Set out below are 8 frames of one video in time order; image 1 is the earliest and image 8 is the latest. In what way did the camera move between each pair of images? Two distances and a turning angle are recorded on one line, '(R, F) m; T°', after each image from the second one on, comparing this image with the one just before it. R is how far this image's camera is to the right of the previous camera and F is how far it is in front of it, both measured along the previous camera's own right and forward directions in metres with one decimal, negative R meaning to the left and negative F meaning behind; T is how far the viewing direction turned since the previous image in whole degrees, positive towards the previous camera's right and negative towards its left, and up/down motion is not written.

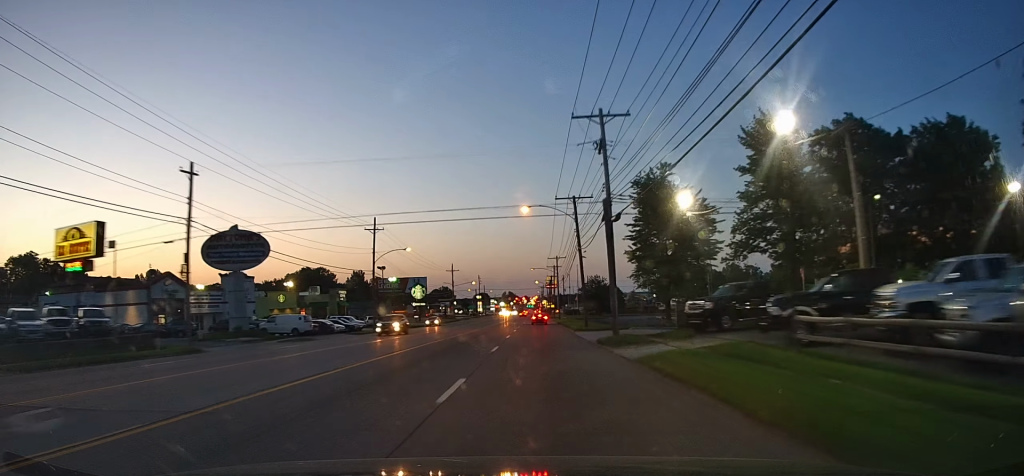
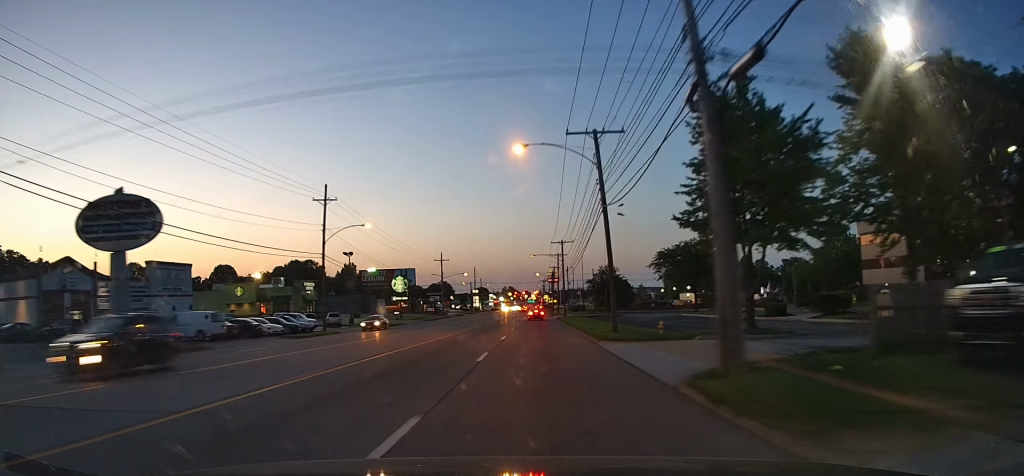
(+0.1, +17.9) m; 0°
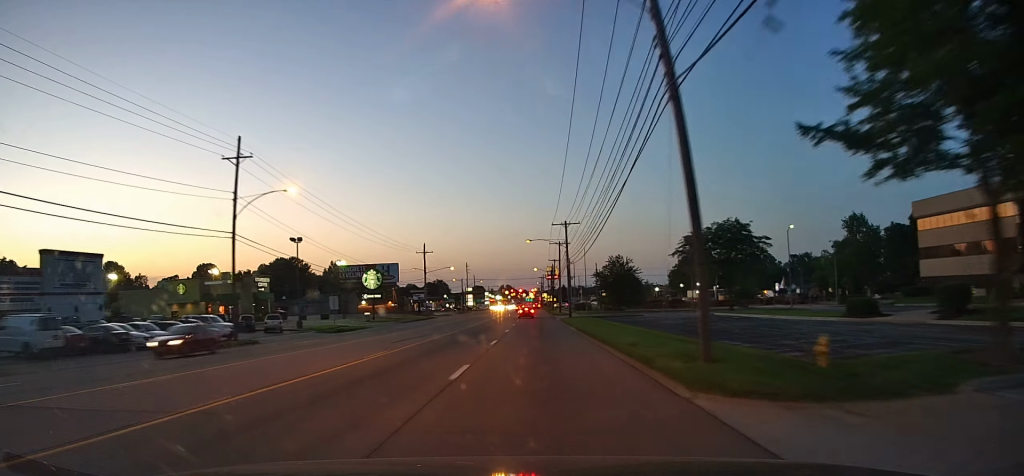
(0.0, +16.7) m; 0°
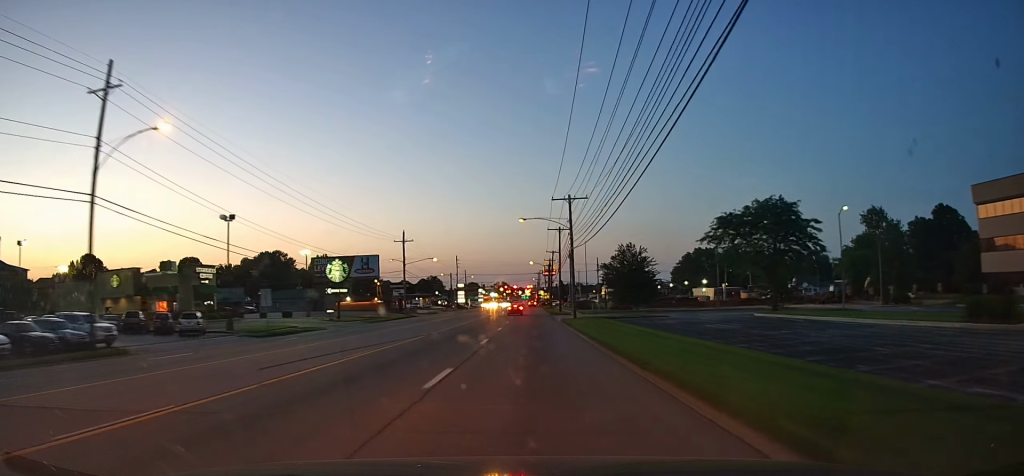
(0.0, +14.3) m; 0°
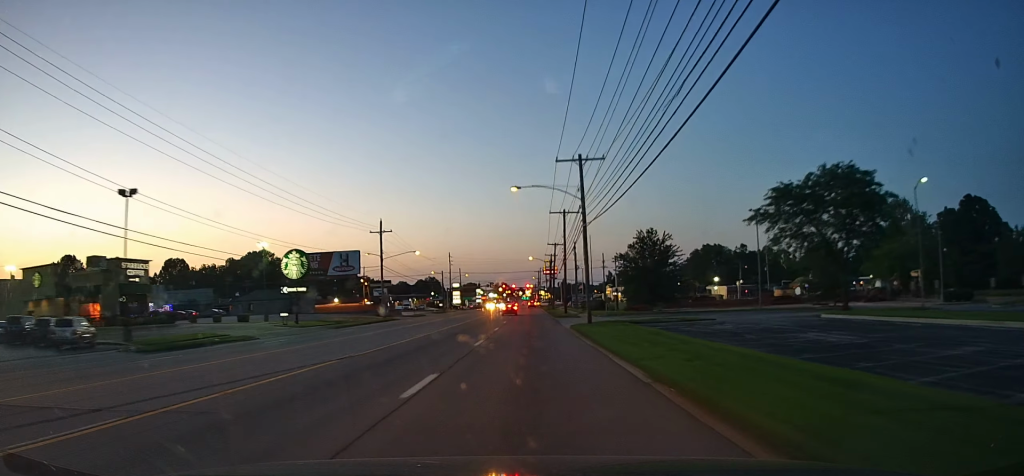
(0.0, +14.1) m; 0°
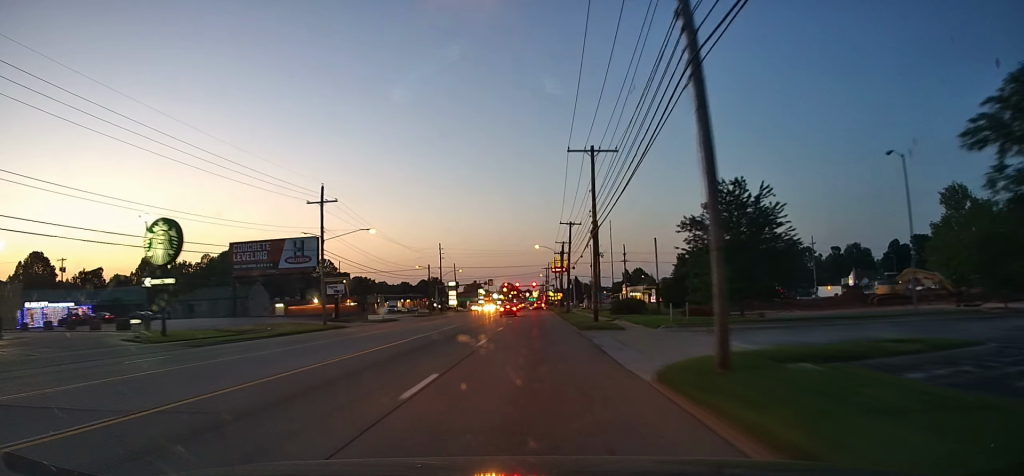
(0.0, +25.2) m; 0°
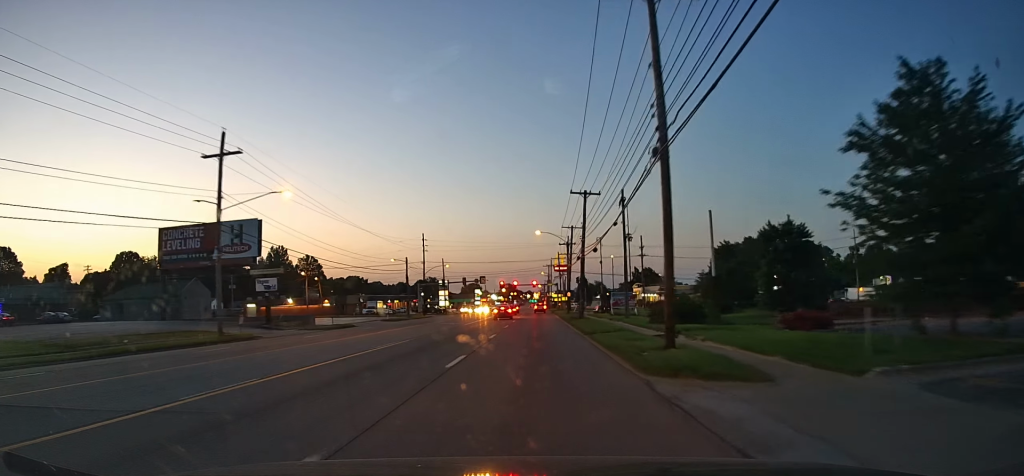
(0.0, +21.1) m; 0°
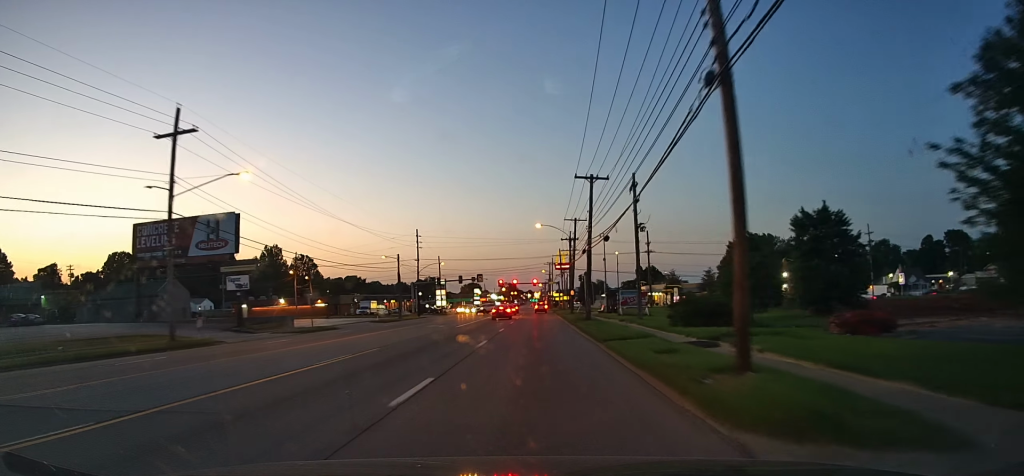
(0.0, +6.2) m; 0°
